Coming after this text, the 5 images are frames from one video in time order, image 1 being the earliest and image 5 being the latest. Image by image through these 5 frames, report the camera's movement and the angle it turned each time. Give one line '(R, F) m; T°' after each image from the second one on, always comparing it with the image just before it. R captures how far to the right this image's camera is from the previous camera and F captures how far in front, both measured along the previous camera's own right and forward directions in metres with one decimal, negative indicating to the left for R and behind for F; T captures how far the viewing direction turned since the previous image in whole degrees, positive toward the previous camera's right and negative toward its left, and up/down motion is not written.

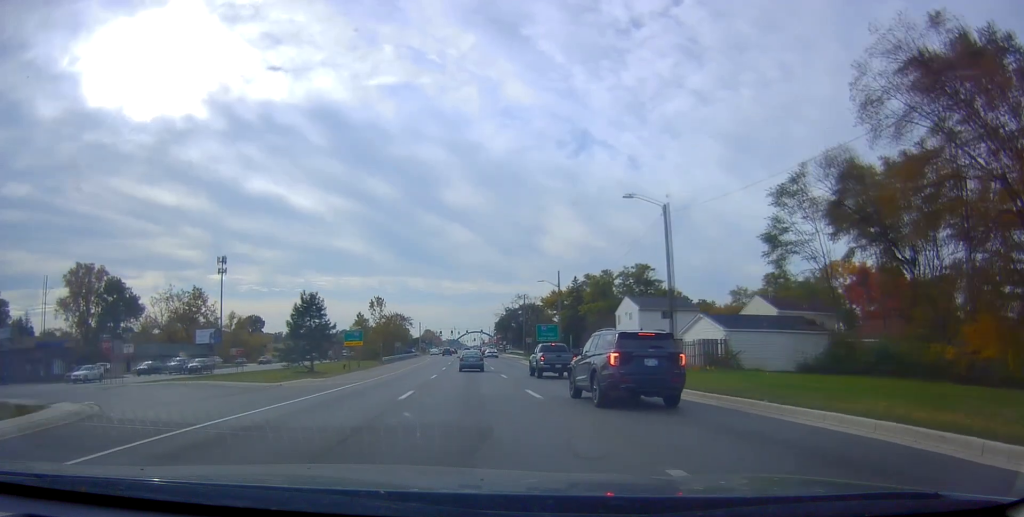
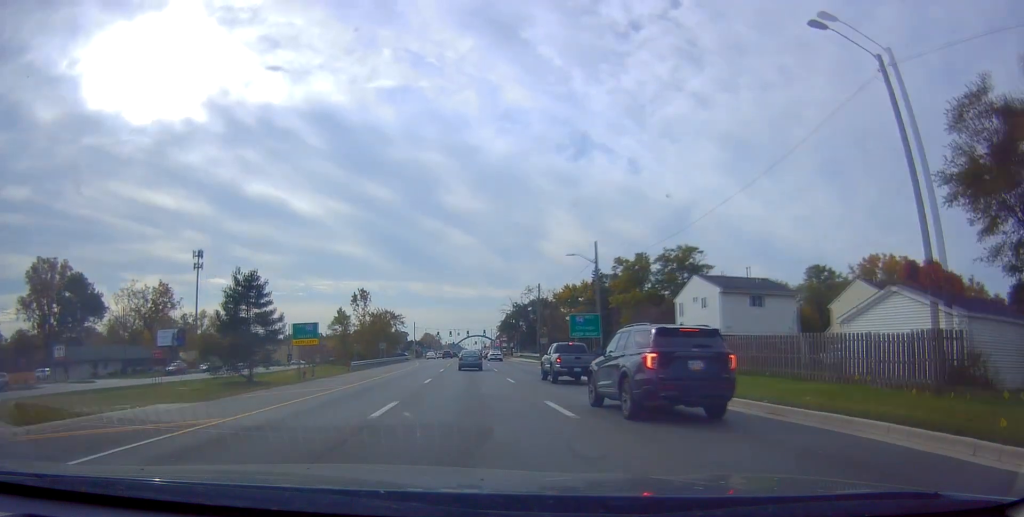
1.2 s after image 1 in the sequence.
(0.0, +20.3) m; +1°
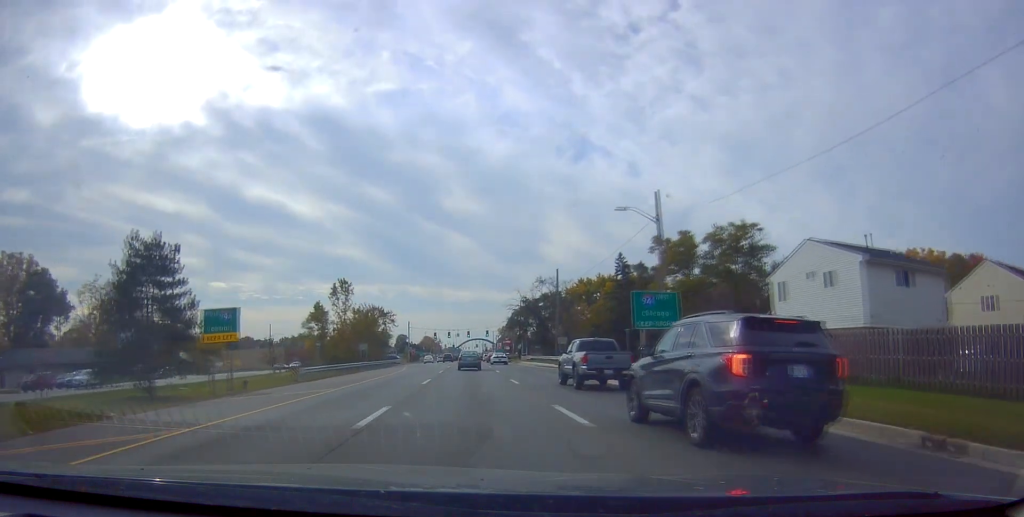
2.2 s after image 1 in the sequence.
(+0.1, +16.3) m; -1°
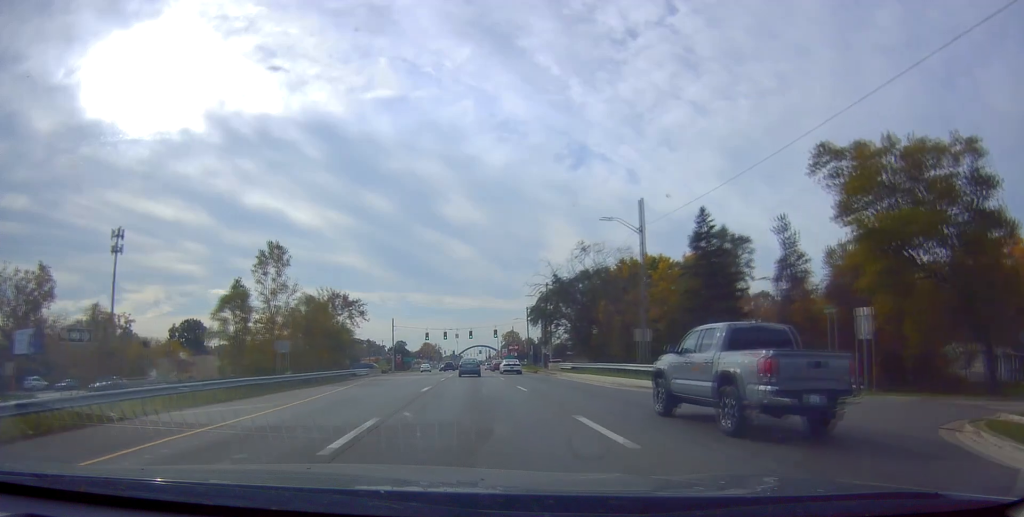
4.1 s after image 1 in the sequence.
(-0.6, +31.6) m; 0°
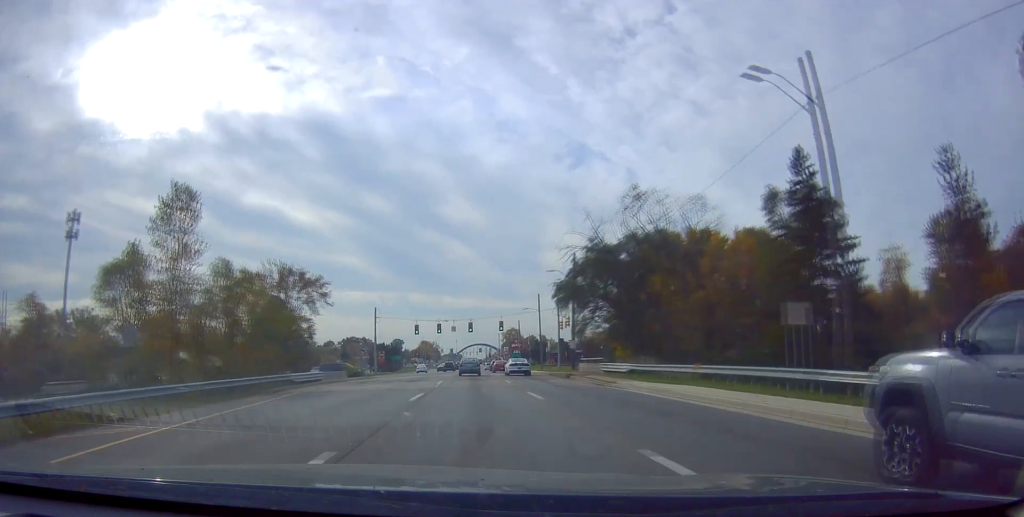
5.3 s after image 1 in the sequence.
(+0.1, +19.1) m; +1°
